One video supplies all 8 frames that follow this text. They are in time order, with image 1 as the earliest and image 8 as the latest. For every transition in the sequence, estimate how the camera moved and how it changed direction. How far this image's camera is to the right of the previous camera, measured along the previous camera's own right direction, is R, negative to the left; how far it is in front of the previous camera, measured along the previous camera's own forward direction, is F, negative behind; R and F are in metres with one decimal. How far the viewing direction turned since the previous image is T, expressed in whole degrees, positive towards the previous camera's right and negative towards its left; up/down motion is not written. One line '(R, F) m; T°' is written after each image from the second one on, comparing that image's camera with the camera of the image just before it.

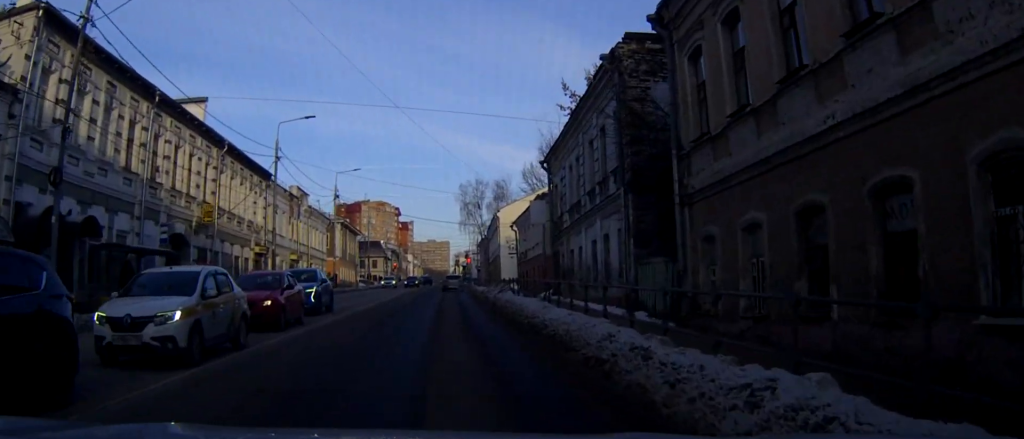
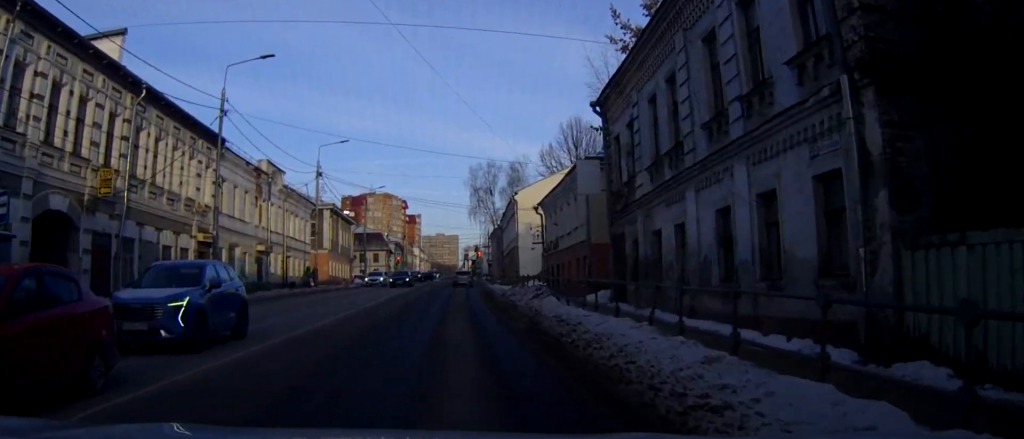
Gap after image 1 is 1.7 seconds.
(-0.6, +13.1) m; -2°
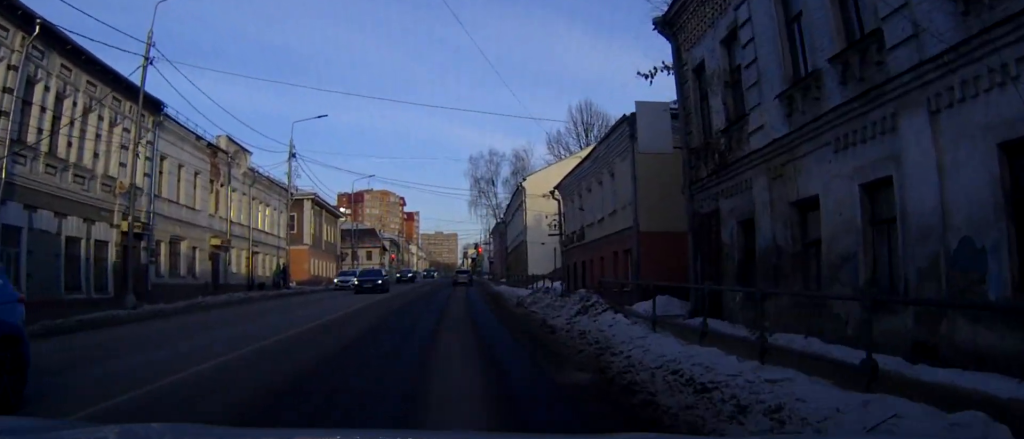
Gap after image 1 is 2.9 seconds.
(+0.3, +9.2) m; +4°
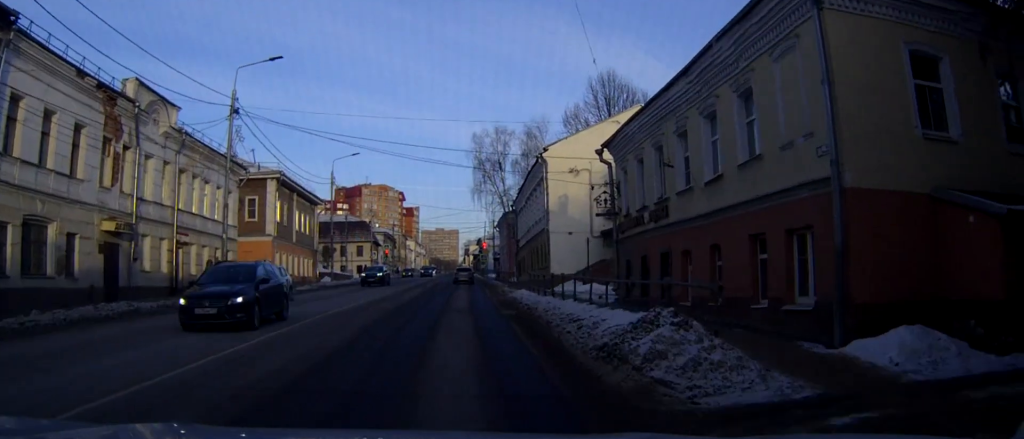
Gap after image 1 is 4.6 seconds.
(+0.3, +13.3) m; +1°
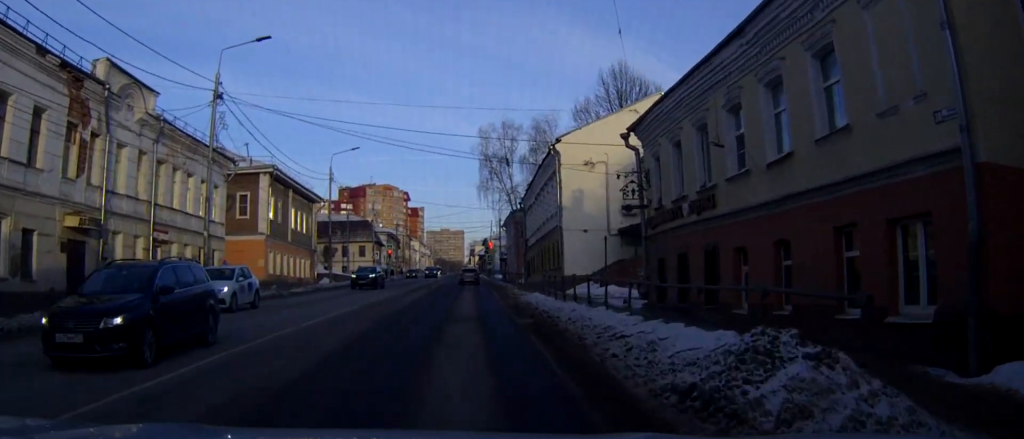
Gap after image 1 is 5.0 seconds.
(0.0, +3.4) m; 0°
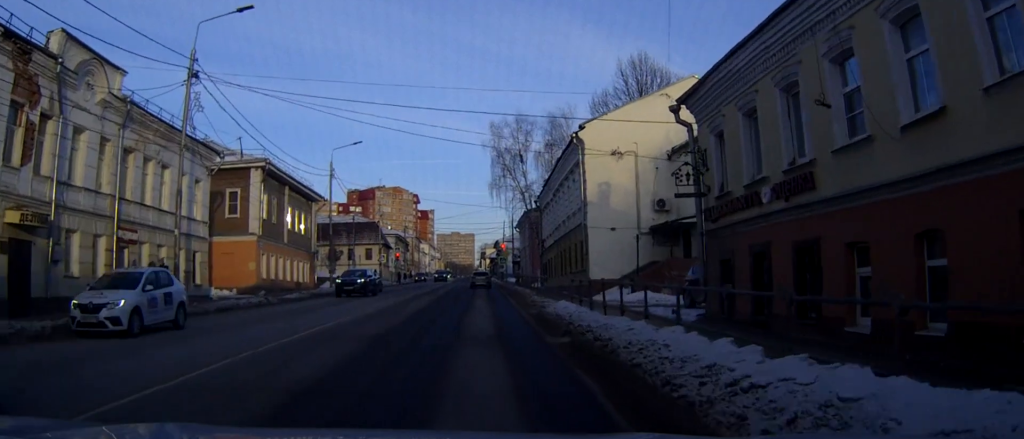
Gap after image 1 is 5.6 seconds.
(0.0, +4.5) m; 0°
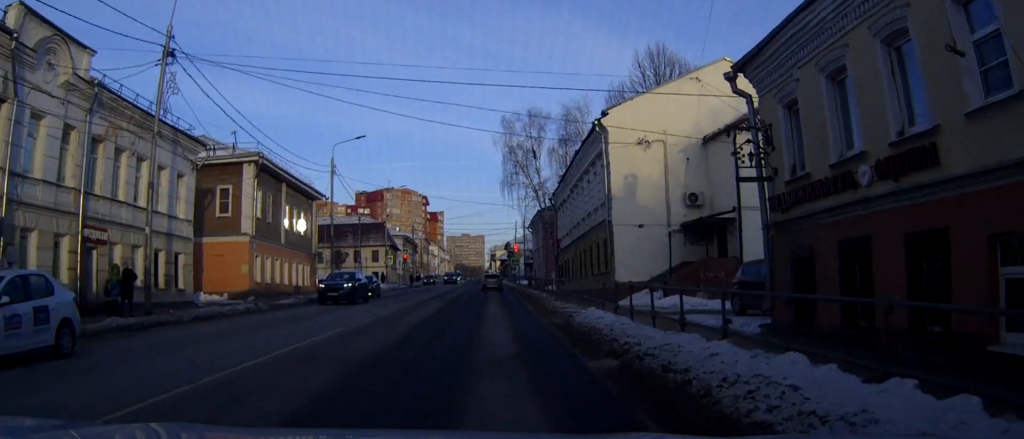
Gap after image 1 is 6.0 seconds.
(0.0, +3.4) m; 0°
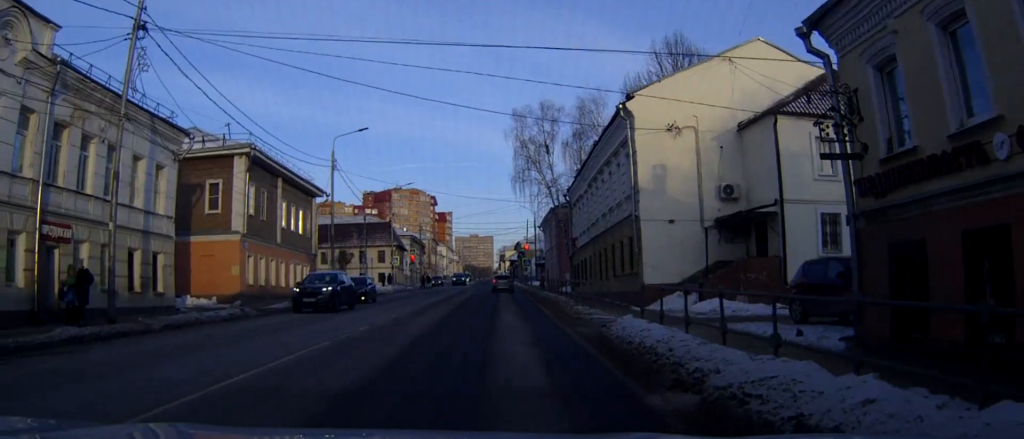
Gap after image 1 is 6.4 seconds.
(0.0, +3.3) m; 0°
